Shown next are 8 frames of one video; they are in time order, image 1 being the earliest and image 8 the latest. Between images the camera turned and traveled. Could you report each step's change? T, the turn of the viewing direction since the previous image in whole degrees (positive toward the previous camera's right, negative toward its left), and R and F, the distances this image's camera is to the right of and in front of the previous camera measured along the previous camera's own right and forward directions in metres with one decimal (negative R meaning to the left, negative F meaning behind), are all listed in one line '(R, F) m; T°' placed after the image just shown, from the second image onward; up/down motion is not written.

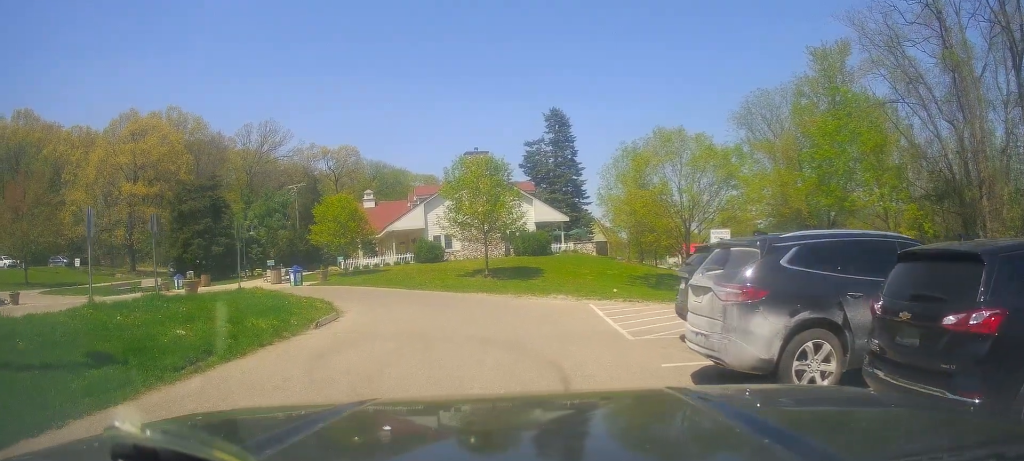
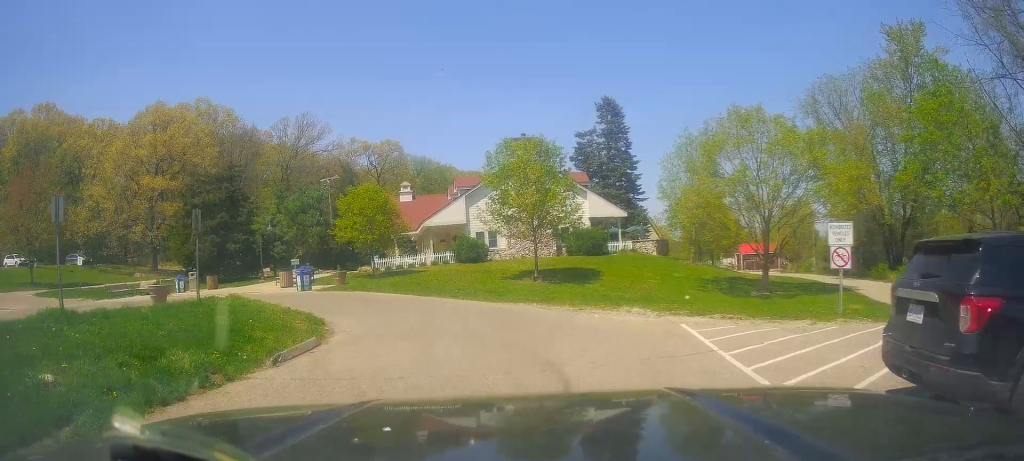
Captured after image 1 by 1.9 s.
(-0.6, +4.9) m; -12°
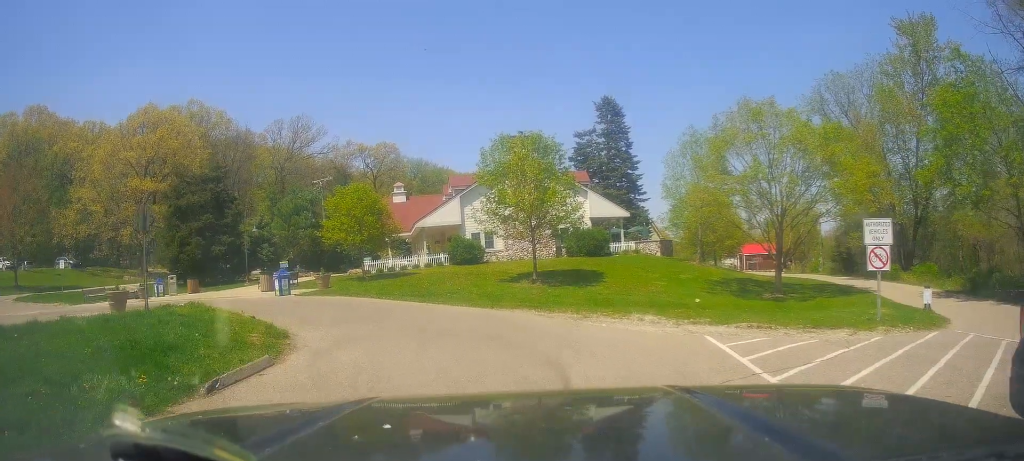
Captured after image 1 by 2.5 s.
(-0.2, +2.2) m; +2°
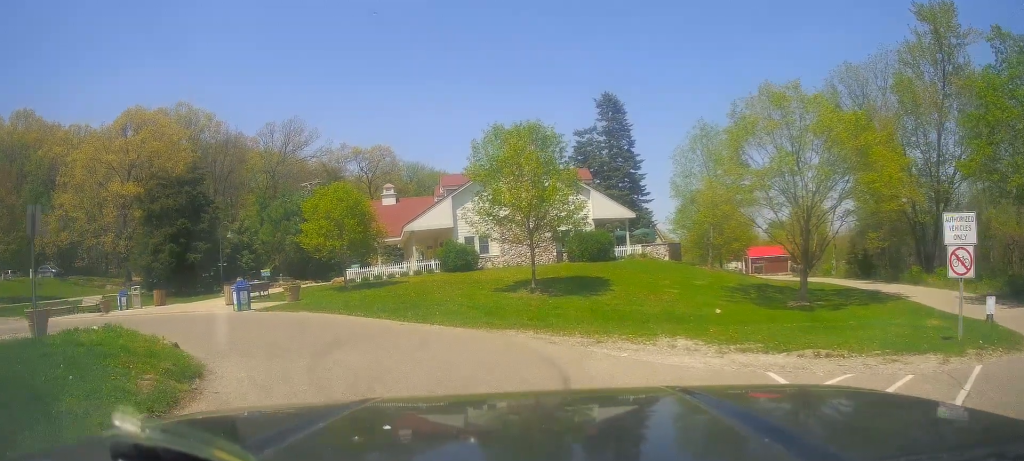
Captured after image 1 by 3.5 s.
(+0.5, +3.8) m; +10°
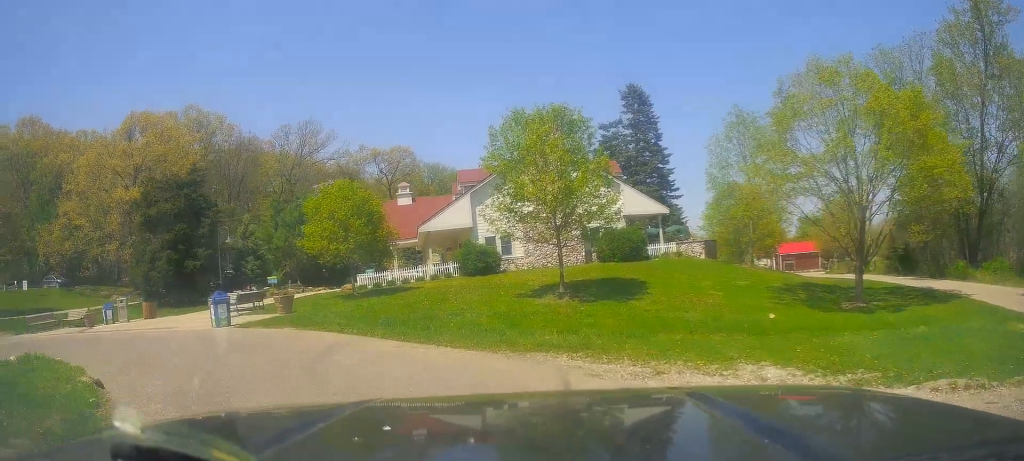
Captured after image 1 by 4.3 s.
(+0.1, +3.3) m; -7°
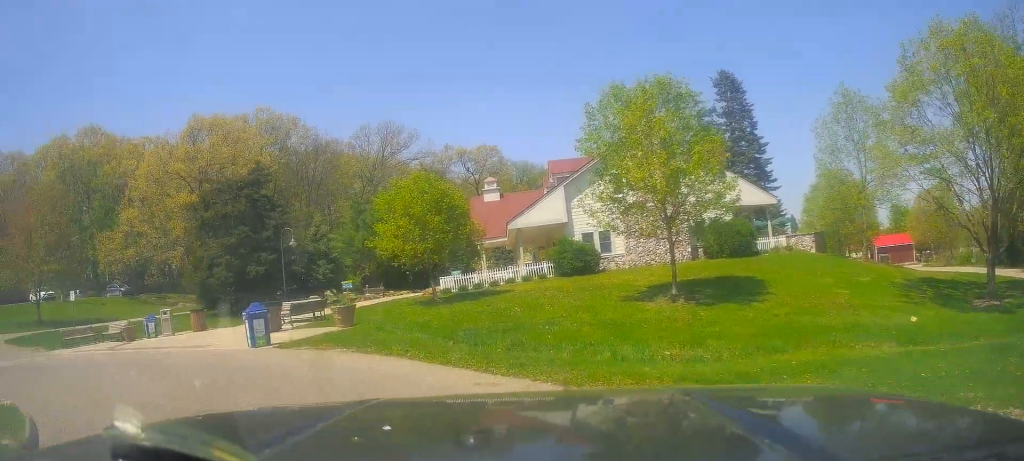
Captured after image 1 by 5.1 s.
(-0.4, +3.5) m; -12°
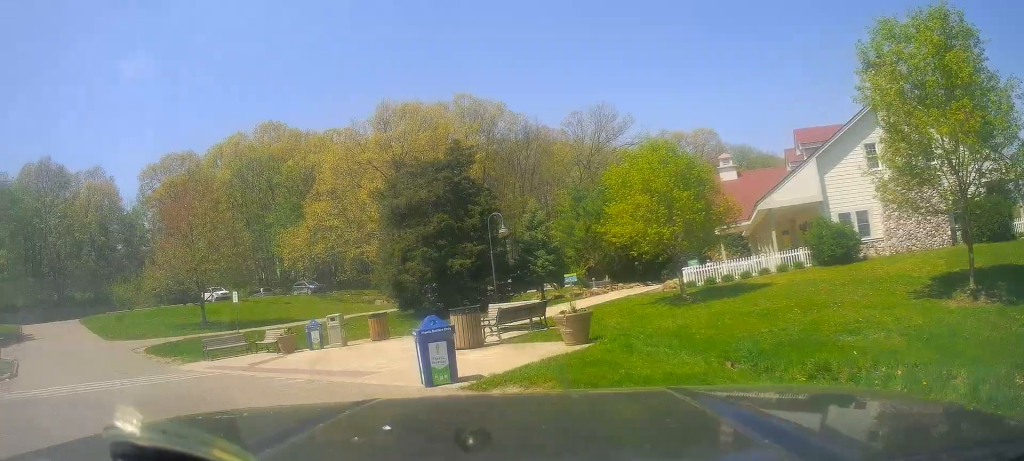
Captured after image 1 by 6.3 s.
(-0.9, +5.3) m; -24°
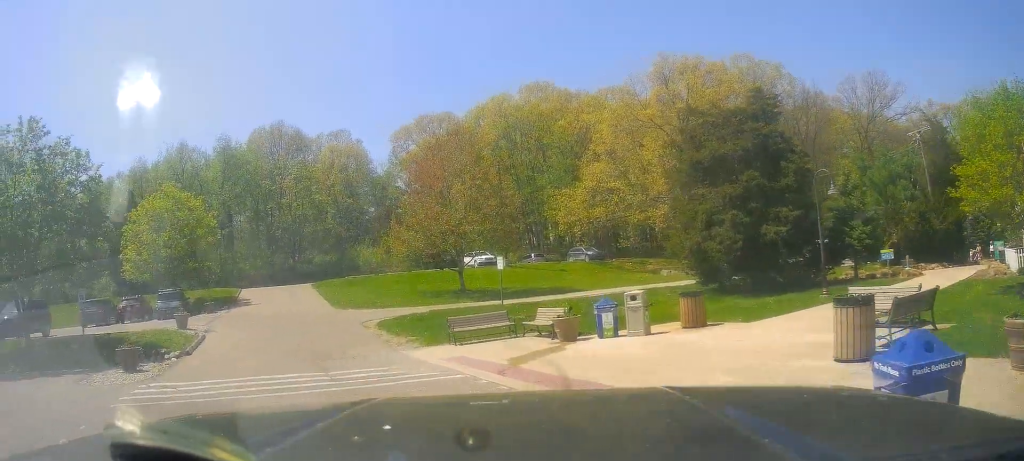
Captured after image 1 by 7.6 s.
(-1.3, +5.3) m; -26°
